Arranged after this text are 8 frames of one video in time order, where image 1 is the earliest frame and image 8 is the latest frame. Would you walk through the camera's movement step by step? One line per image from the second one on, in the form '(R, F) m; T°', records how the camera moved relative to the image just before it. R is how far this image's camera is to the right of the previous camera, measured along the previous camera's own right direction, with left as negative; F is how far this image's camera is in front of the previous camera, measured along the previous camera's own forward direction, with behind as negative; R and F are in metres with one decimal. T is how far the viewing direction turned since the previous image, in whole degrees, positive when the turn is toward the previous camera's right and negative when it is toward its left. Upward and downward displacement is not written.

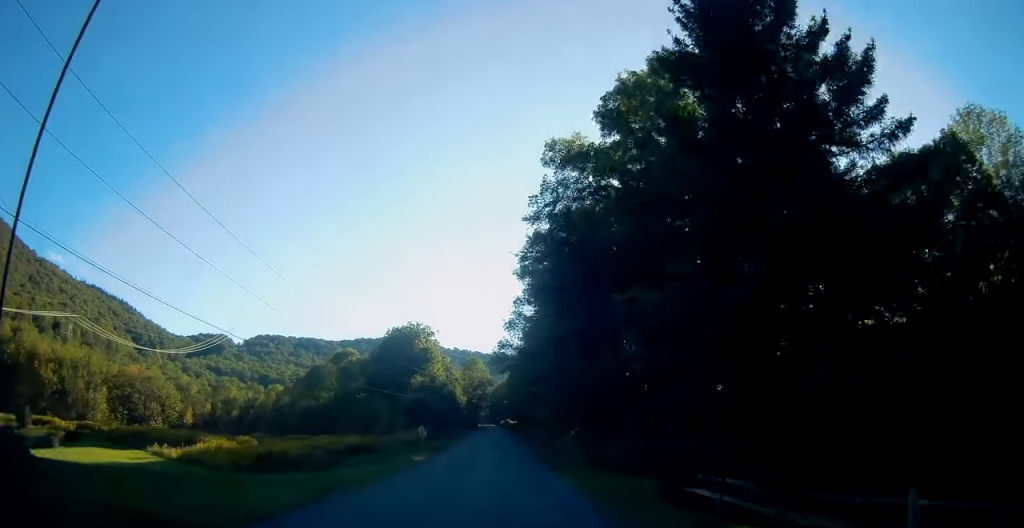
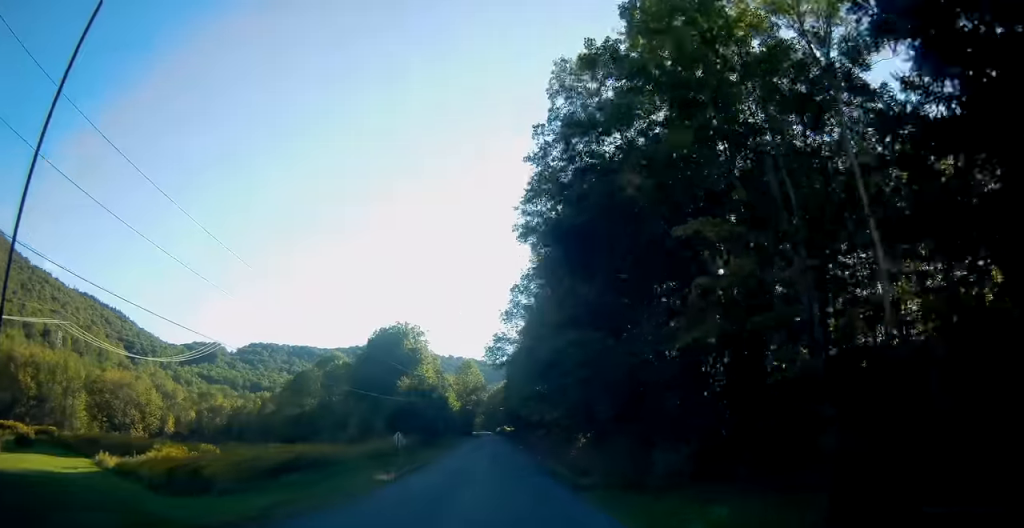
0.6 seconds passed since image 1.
(0.0, +8.2) m; 0°
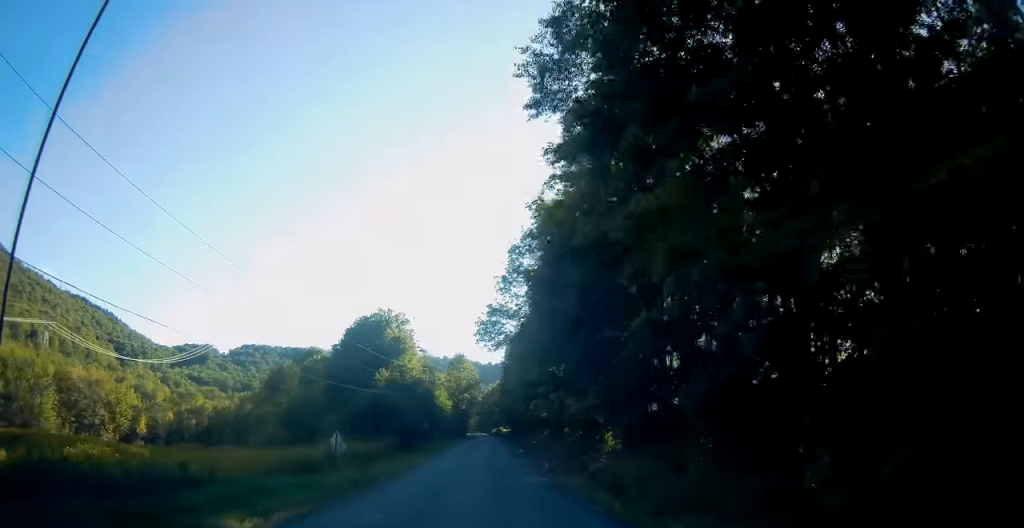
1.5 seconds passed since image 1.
(0.0, +11.8) m; 0°
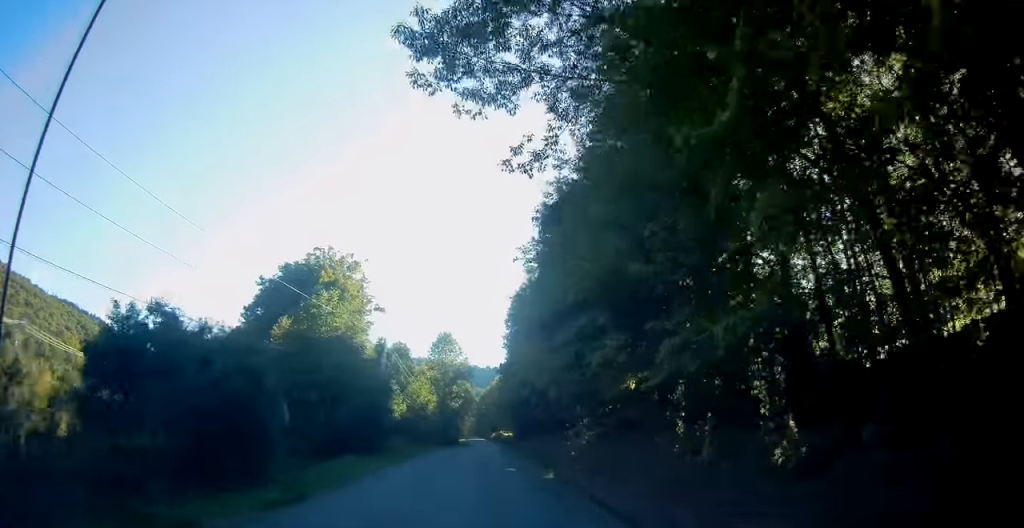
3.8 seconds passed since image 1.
(0.0, +30.9) m; 0°
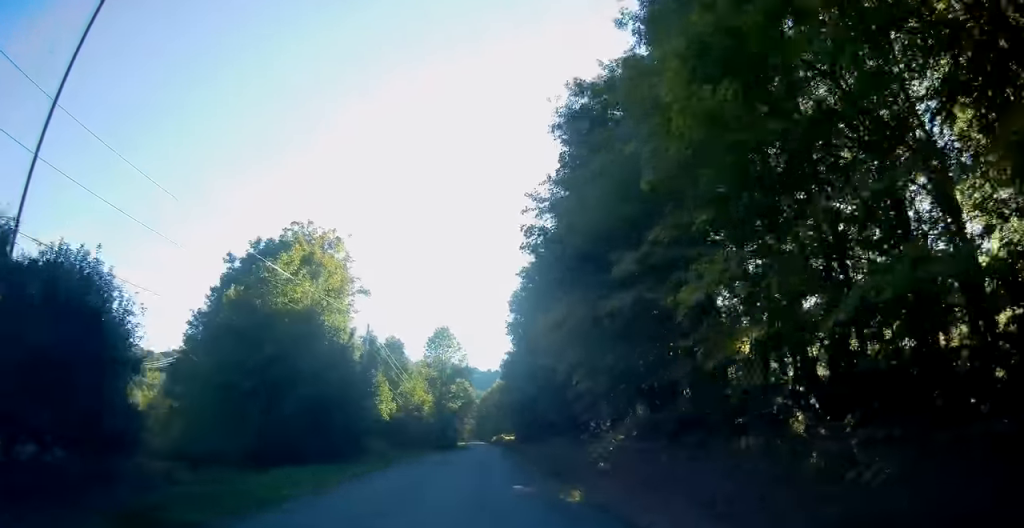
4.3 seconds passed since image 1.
(0.0, +7.6) m; 0°
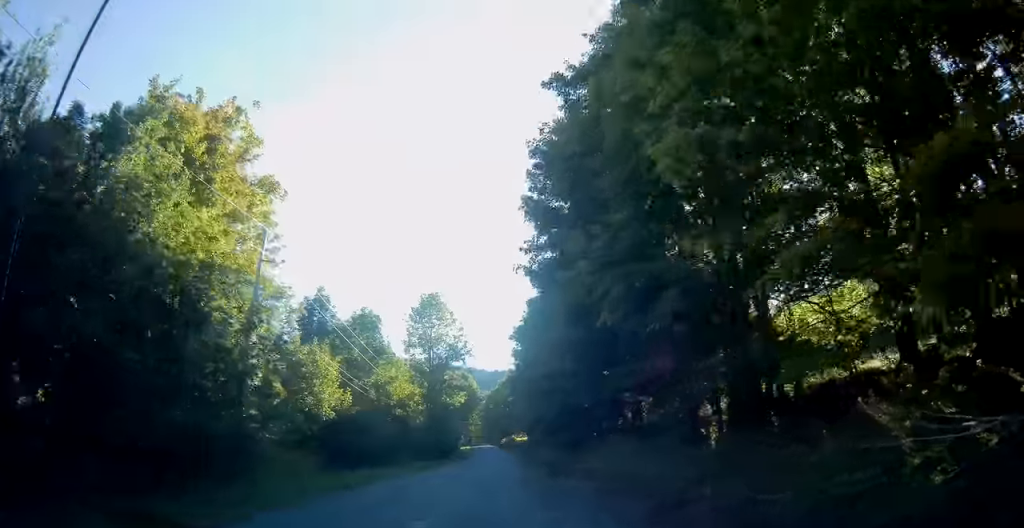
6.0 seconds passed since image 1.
(0.0, +21.8) m; 0°
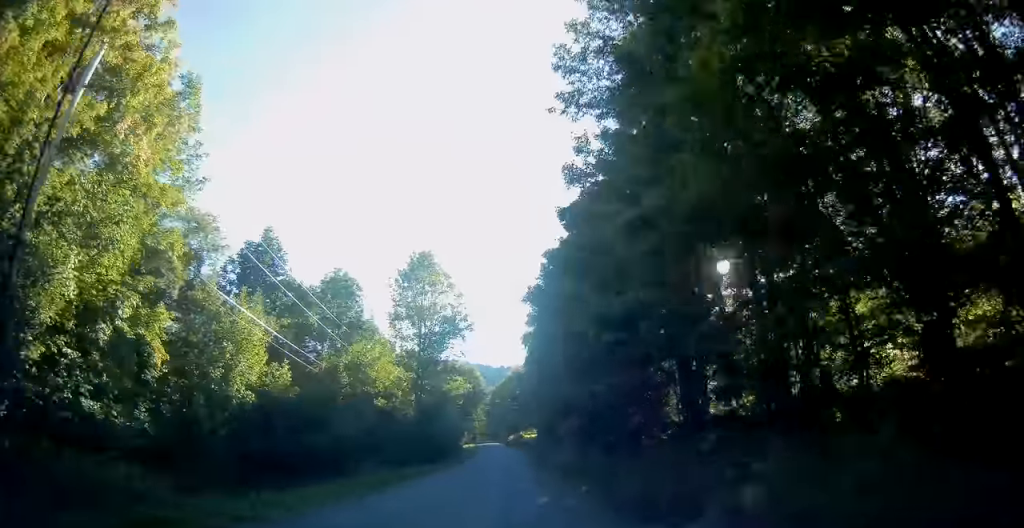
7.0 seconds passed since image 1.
(0.0, +13.3) m; +1°
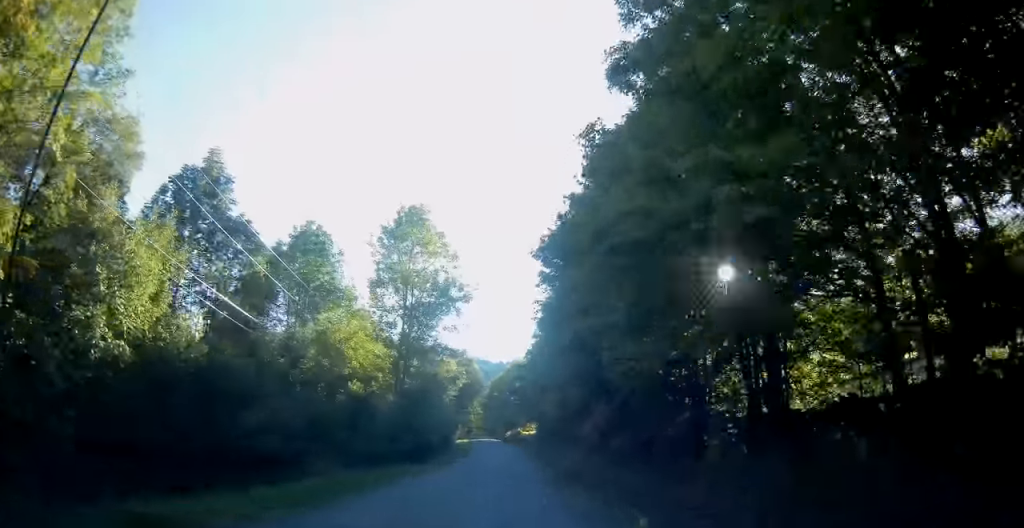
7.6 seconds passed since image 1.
(-0.1, +8.8) m; +4°
